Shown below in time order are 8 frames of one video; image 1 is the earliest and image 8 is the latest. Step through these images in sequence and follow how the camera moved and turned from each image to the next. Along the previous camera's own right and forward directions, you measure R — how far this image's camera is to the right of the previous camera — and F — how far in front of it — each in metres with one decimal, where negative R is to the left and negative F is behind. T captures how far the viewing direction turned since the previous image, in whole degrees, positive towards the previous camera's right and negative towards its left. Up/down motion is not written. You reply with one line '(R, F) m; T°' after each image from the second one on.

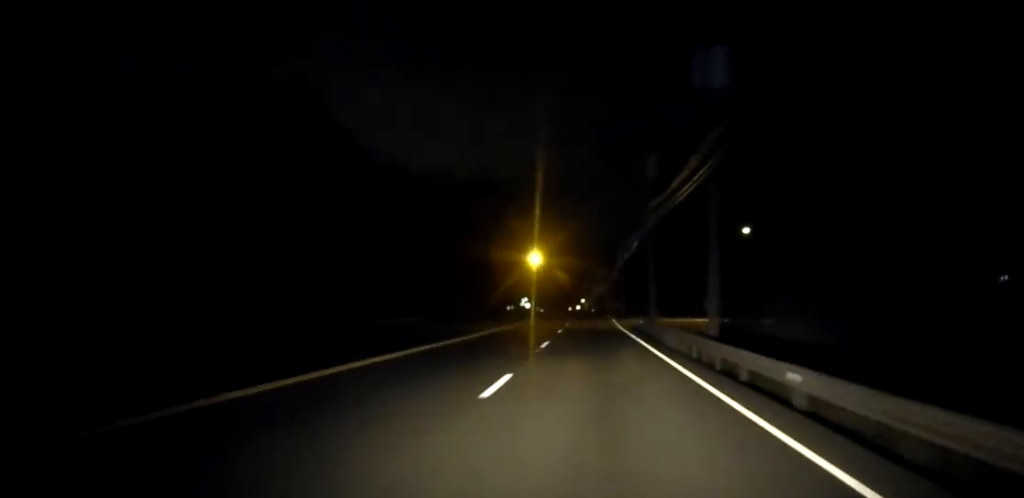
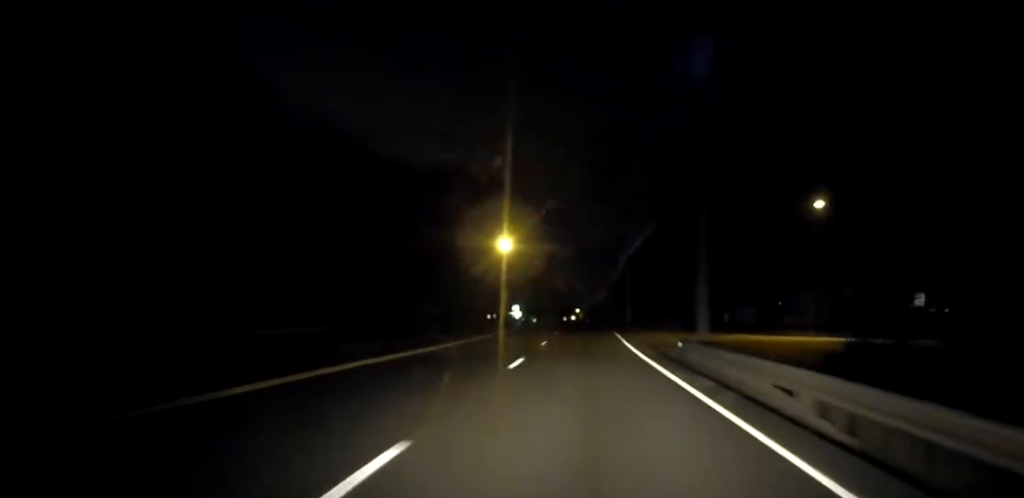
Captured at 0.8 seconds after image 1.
(0.0, +18.9) m; 0°
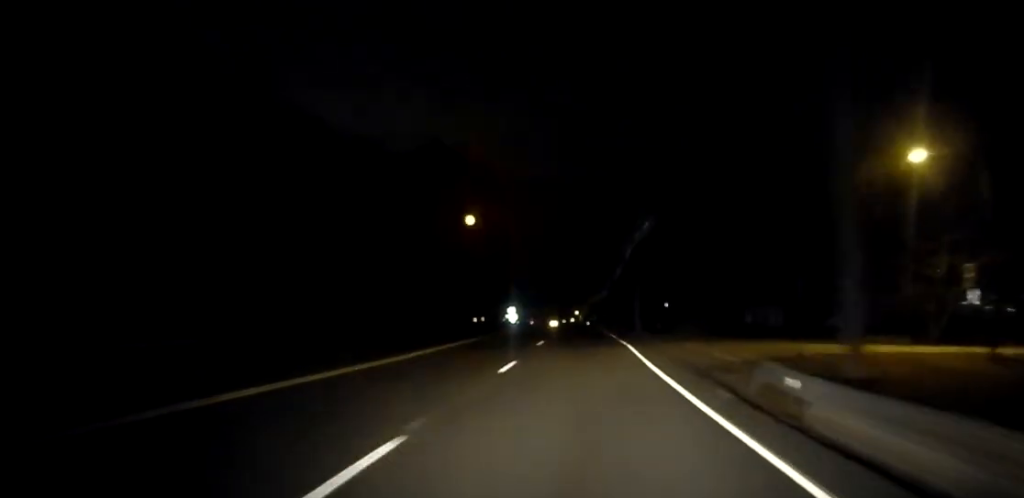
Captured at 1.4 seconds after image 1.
(0.0, +12.0) m; 0°
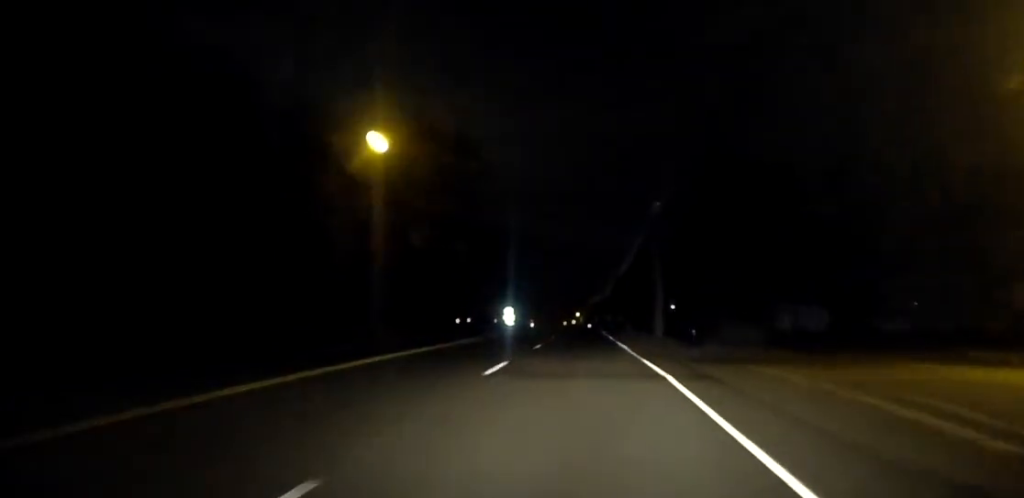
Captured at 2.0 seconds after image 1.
(0.0, +13.5) m; 0°
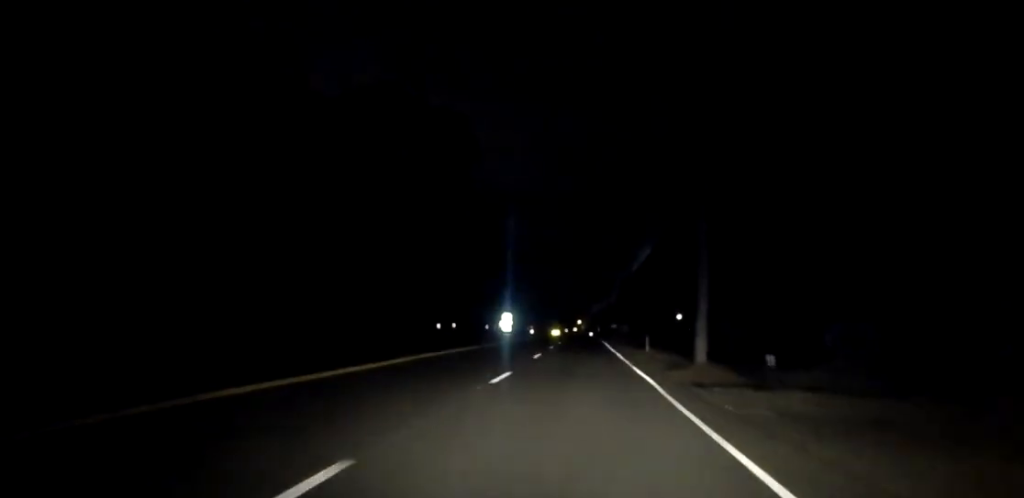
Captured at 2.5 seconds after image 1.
(0.0, +11.2) m; 0°
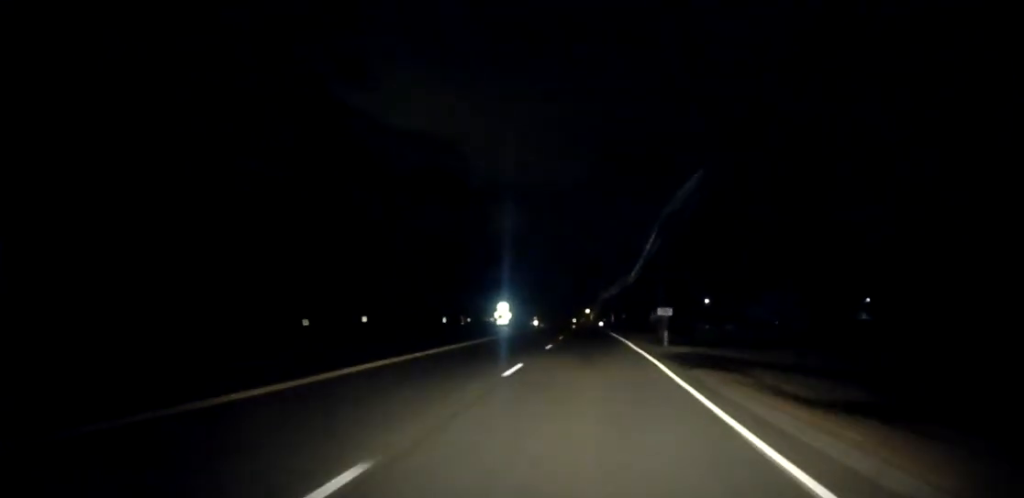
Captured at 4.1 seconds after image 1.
(+0.2, +35.7) m; +1°
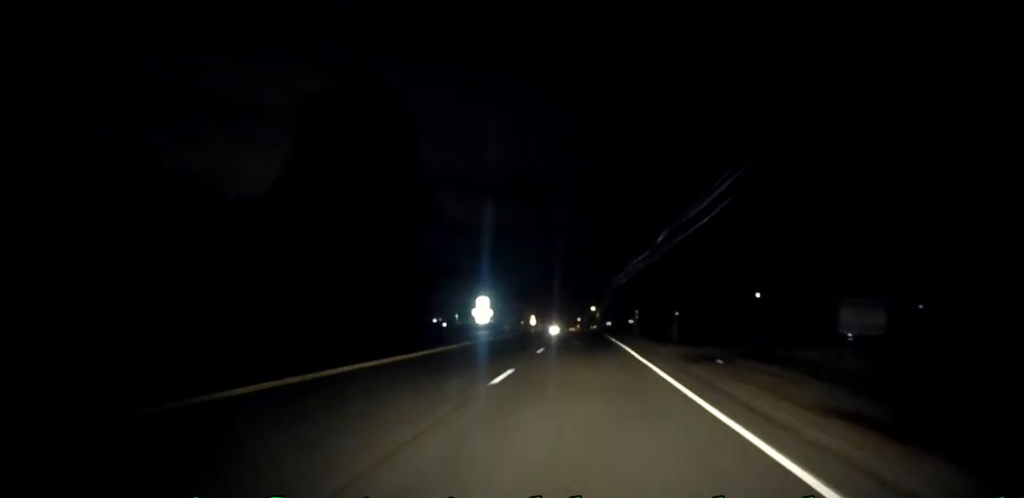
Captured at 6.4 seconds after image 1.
(-0.8, +51.1) m; -2°
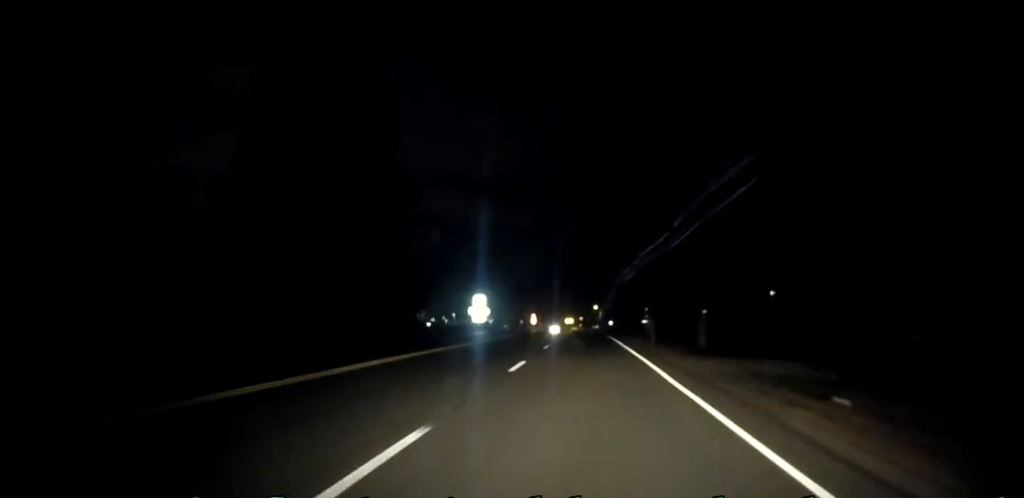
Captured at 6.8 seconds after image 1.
(0.0, +8.7) m; 0°
